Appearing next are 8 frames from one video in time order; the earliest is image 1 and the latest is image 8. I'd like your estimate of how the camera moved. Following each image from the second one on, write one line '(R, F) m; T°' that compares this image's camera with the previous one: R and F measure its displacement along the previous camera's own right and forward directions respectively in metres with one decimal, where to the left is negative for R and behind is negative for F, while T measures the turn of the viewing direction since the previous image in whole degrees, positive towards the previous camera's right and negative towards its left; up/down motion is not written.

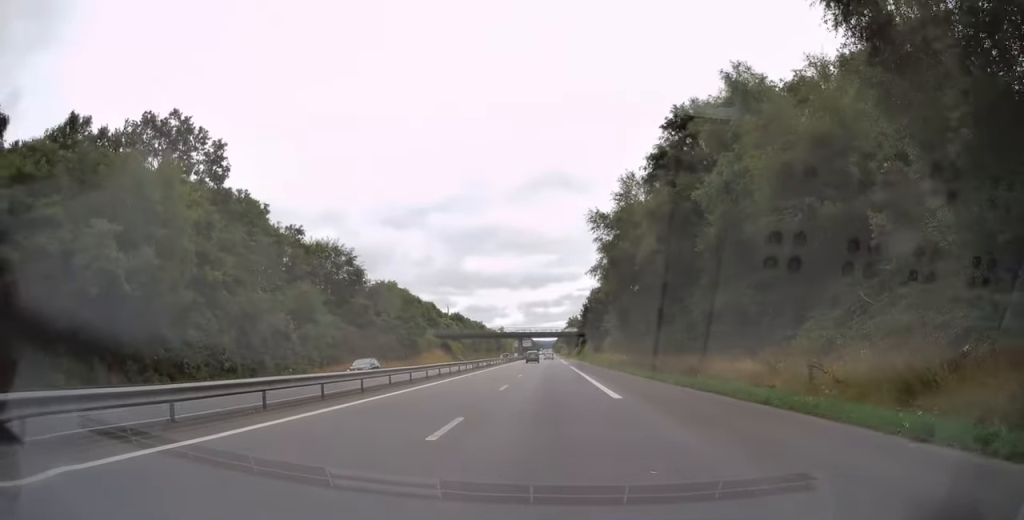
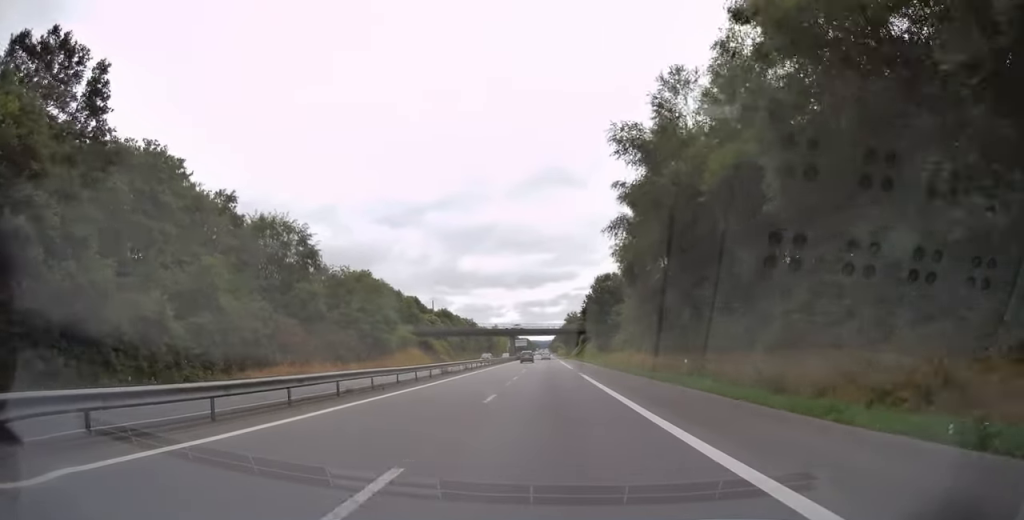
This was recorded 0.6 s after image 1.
(0.0, +18.5) m; 0°
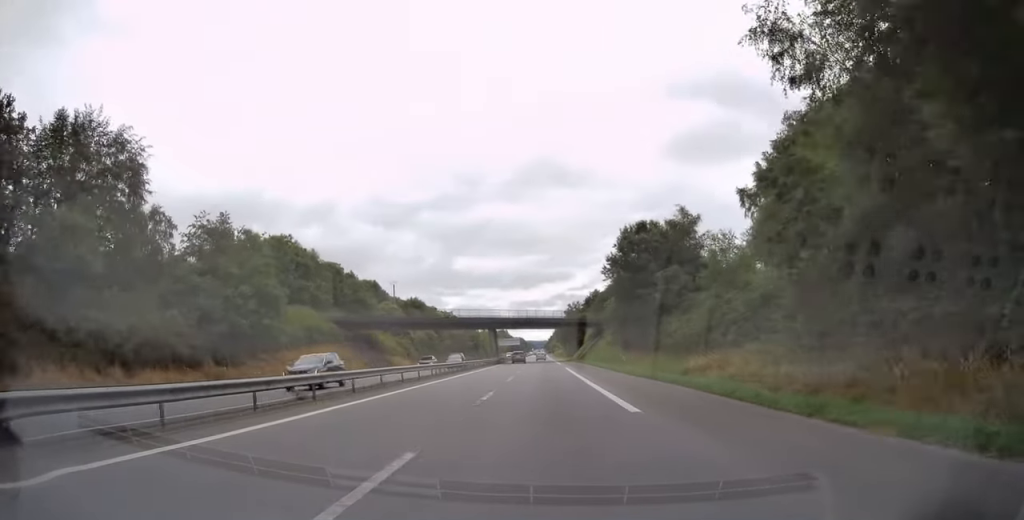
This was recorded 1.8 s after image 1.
(0.0, +37.6) m; 0°
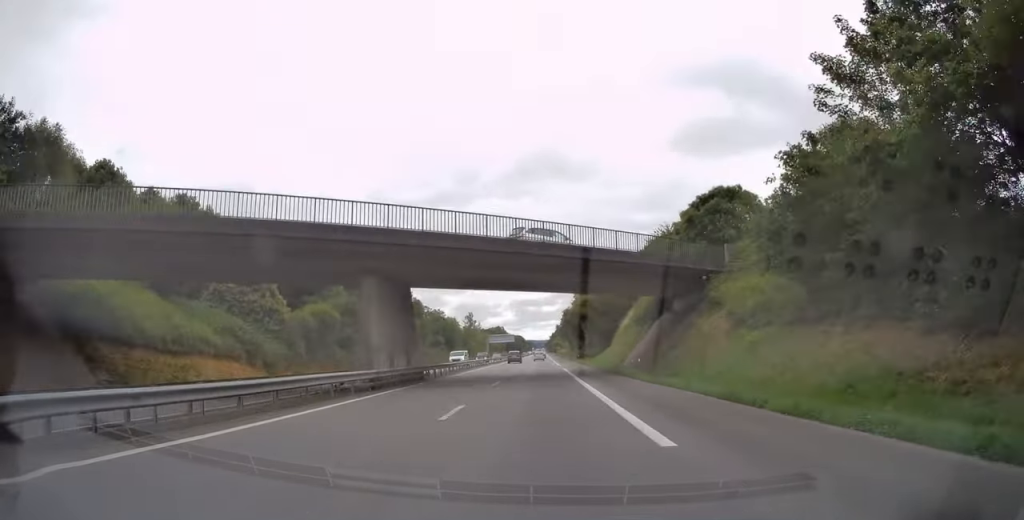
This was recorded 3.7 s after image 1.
(+0.1, +57.2) m; 0°
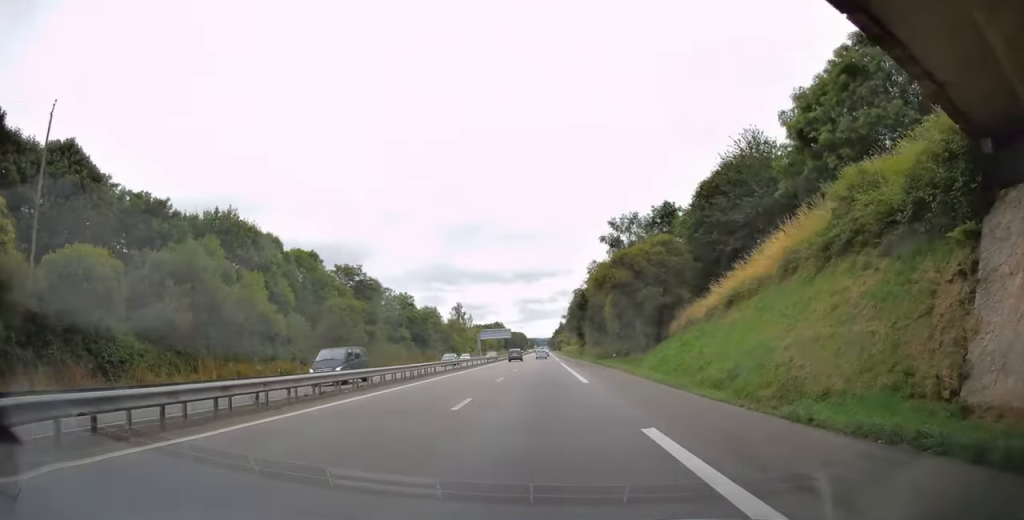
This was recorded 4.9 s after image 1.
(0.0, +37.1) m; 0°
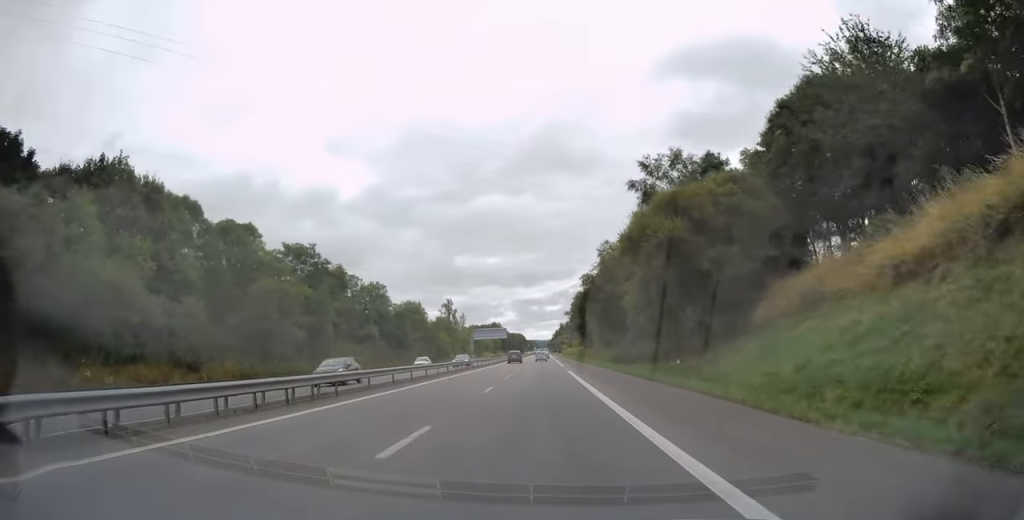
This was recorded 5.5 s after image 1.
(0.0, +19.0) m; 0°
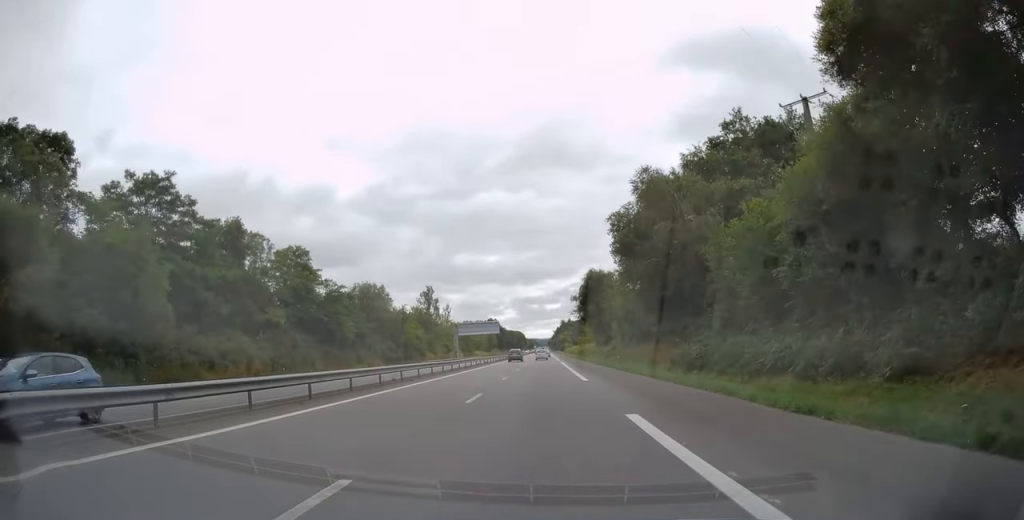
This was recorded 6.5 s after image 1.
(+0.2, +30.6) m; 0°
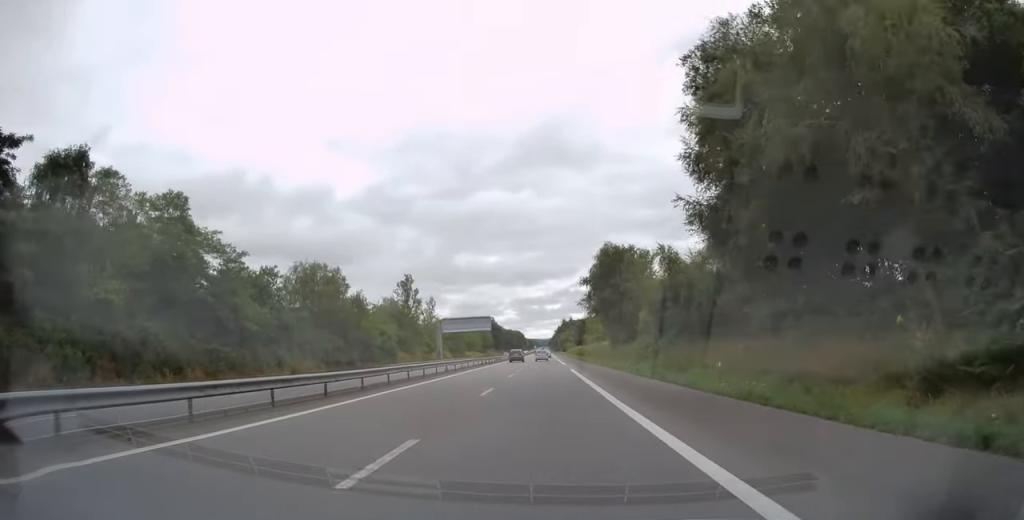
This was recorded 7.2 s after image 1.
(-0.1, +22.9) m; -1°
